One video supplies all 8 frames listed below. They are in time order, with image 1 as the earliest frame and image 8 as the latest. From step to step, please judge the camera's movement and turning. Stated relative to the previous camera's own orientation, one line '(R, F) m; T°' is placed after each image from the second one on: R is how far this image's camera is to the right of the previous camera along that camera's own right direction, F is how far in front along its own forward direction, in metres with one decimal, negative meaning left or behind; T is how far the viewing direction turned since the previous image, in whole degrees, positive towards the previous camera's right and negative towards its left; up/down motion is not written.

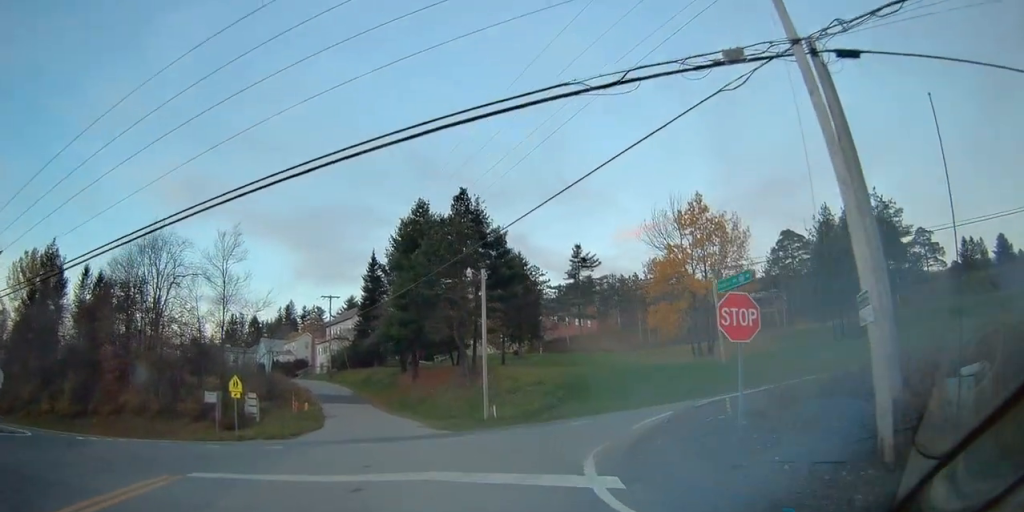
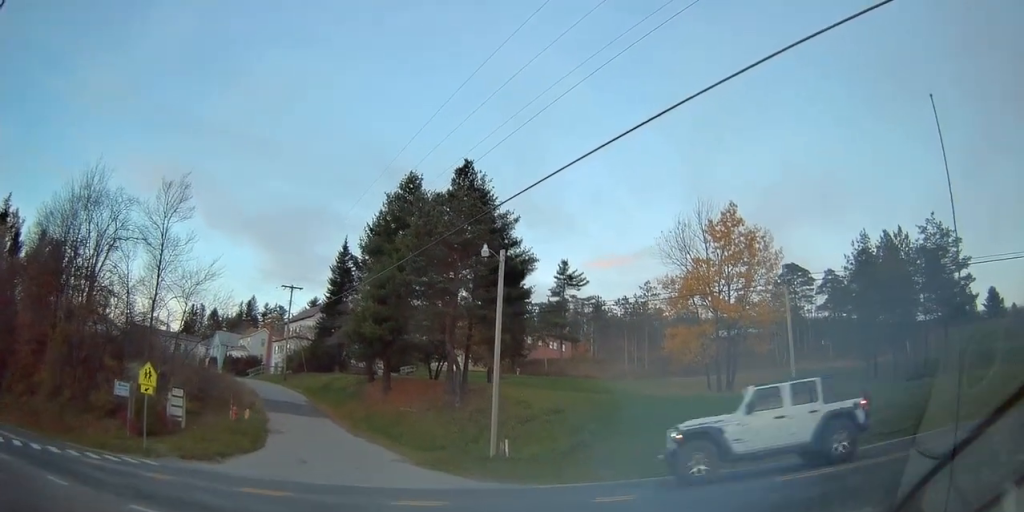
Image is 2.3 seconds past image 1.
(+0.5, +13.0) m; +6°
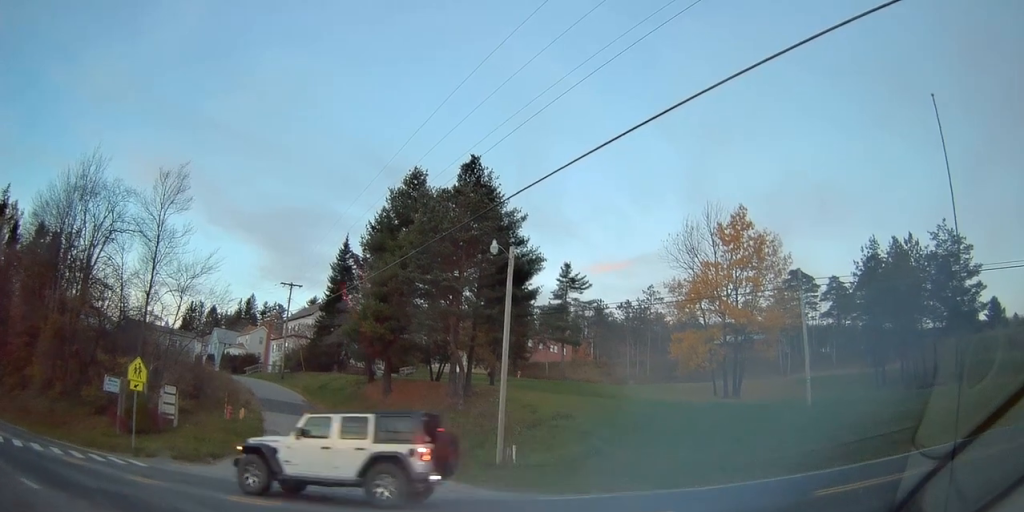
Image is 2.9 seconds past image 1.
(+0.1, +1.9) m; 0°
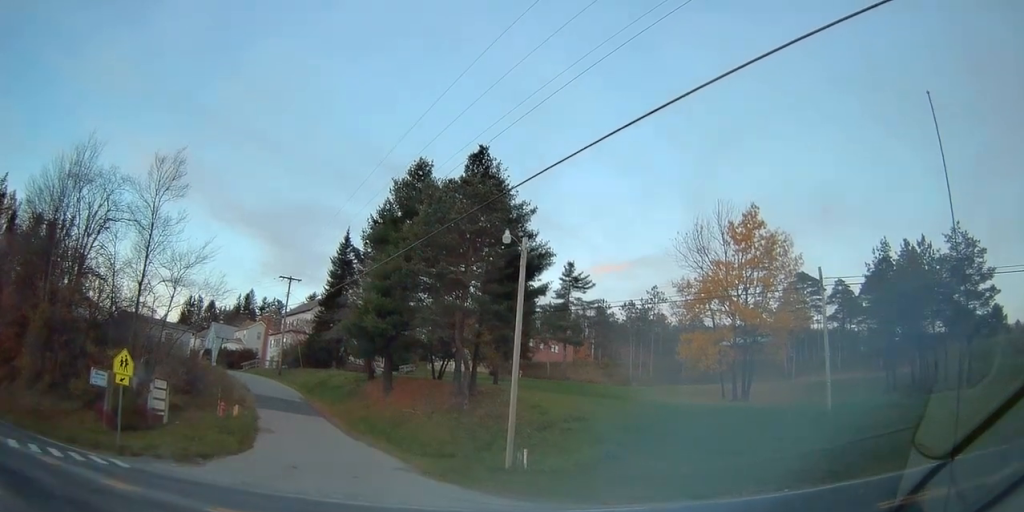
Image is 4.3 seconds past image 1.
(-0.2, +2.1) m; -4°
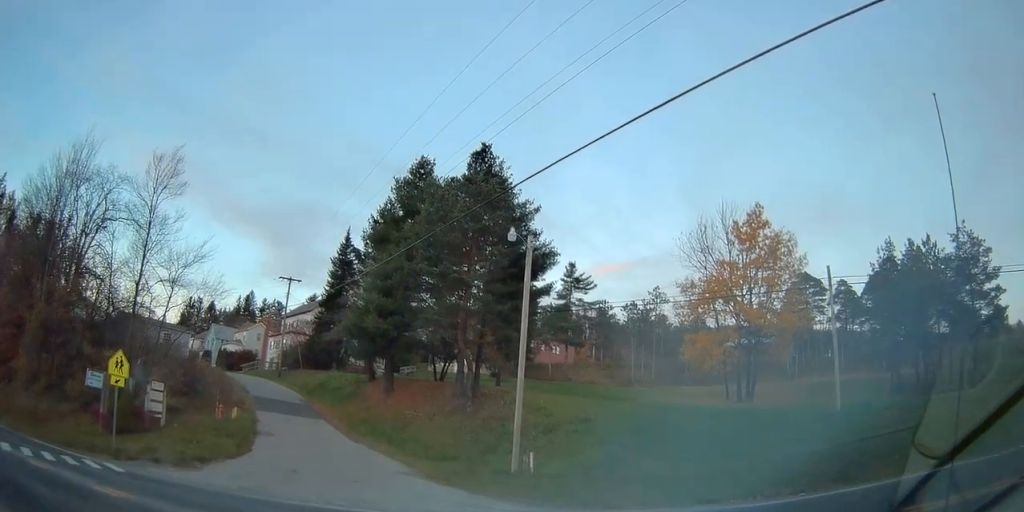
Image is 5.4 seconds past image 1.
(0.0, +0.7) m; 0°
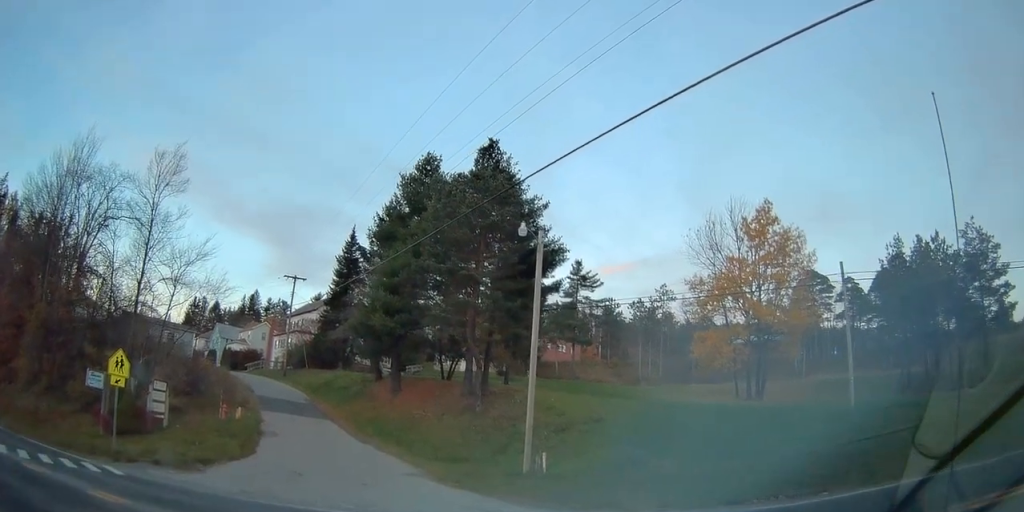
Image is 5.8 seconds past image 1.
(0.0, +0.3) m; -1°
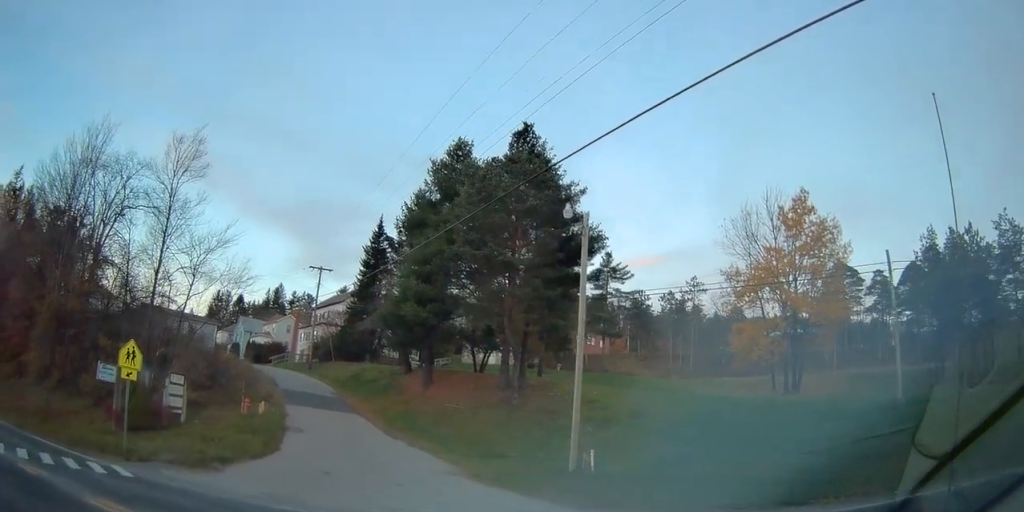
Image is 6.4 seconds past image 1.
(0.0, +0.7) m; -4°
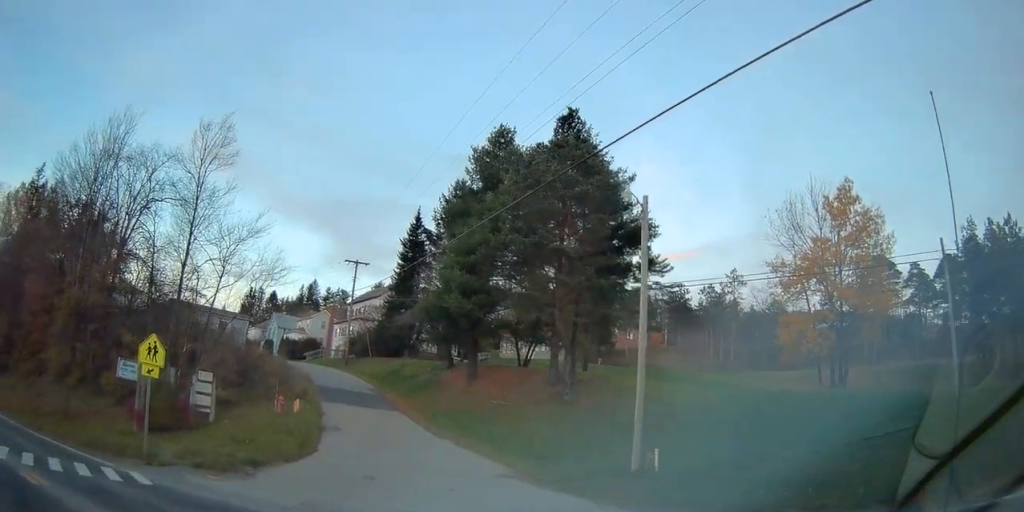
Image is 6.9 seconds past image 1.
(0.0, +0.8) m; -3°
